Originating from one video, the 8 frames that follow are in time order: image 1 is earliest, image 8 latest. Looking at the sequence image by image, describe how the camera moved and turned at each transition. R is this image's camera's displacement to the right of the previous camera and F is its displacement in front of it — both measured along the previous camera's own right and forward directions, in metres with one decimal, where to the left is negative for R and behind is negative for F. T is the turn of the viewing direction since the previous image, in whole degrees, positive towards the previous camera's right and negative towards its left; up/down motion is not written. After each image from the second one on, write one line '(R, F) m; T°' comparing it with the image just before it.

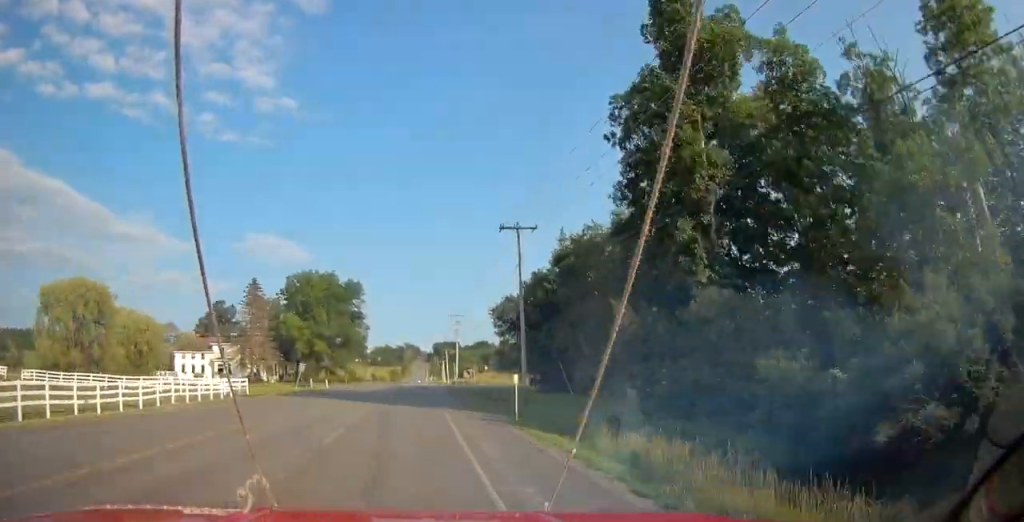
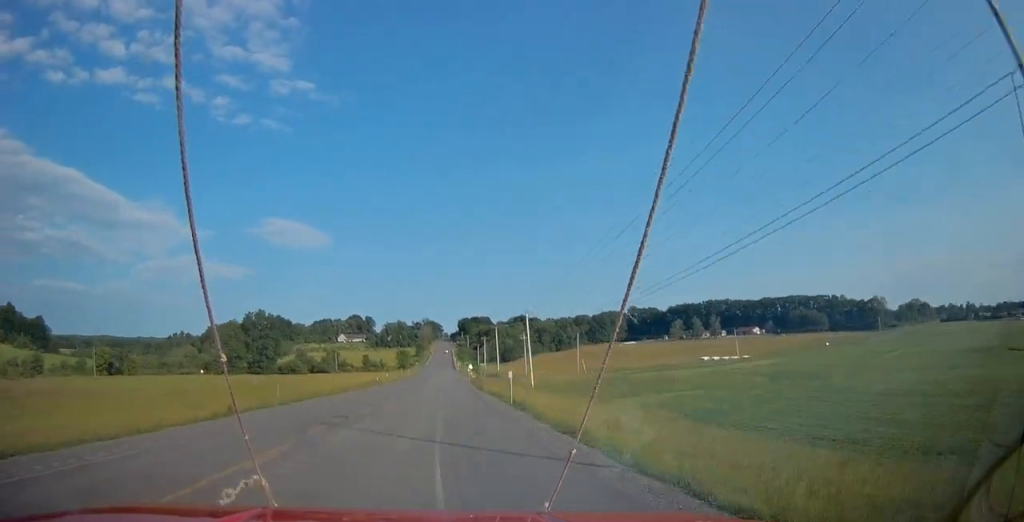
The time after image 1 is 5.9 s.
(-1.3, +155.0) m; 0°
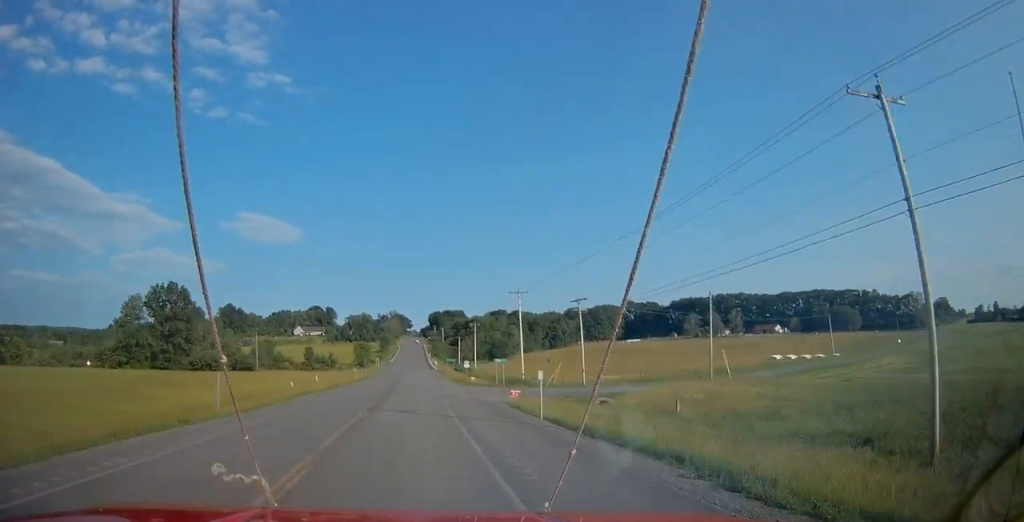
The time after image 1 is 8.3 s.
(+0.3, +62.2) m; +1°
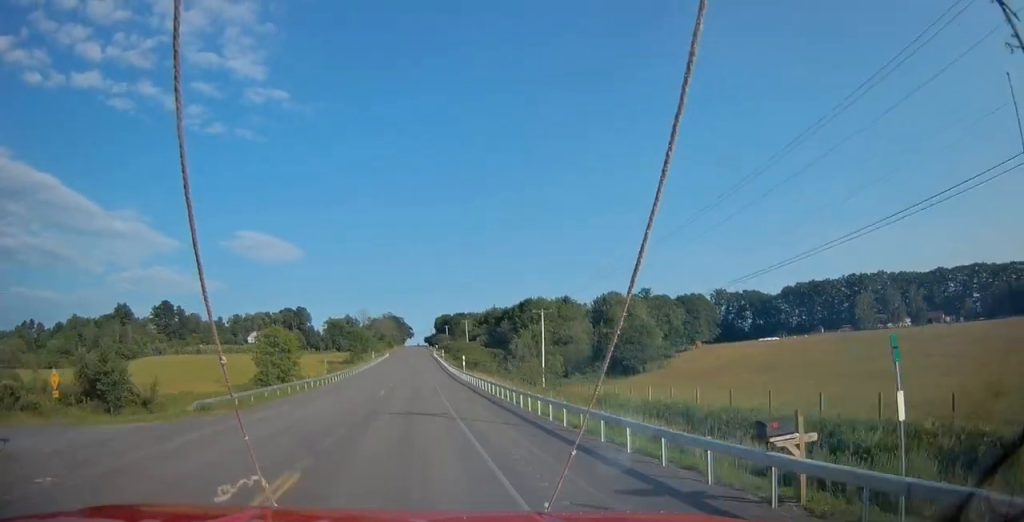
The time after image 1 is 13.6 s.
(+1.1, +130.4) m; -2°
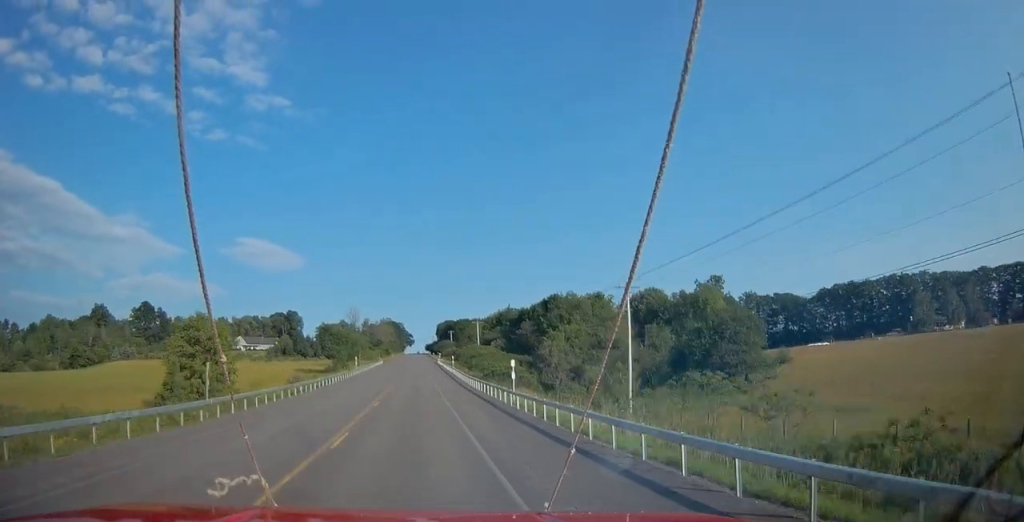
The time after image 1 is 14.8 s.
(+1.5, +27.4) m; -4°
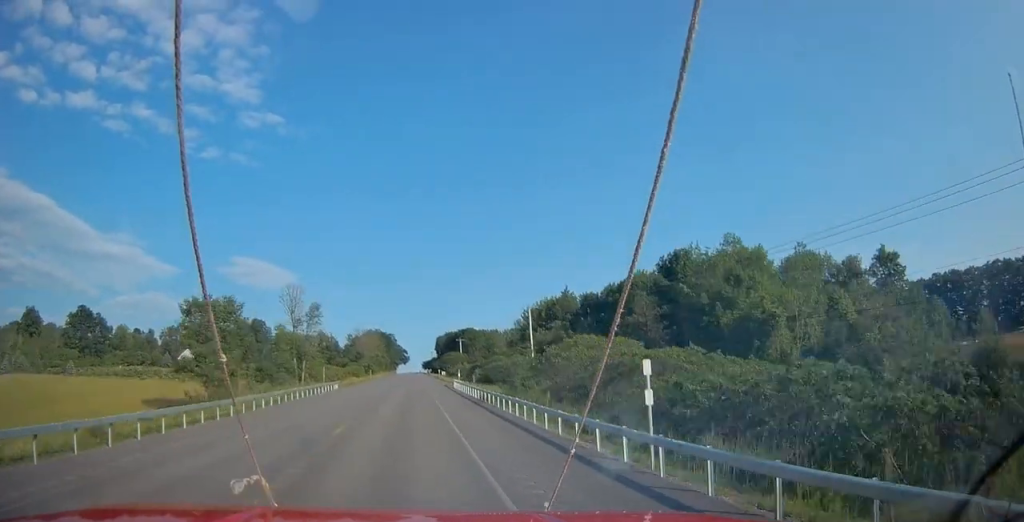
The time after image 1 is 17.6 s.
(-7.4, +59.0) m; -13°
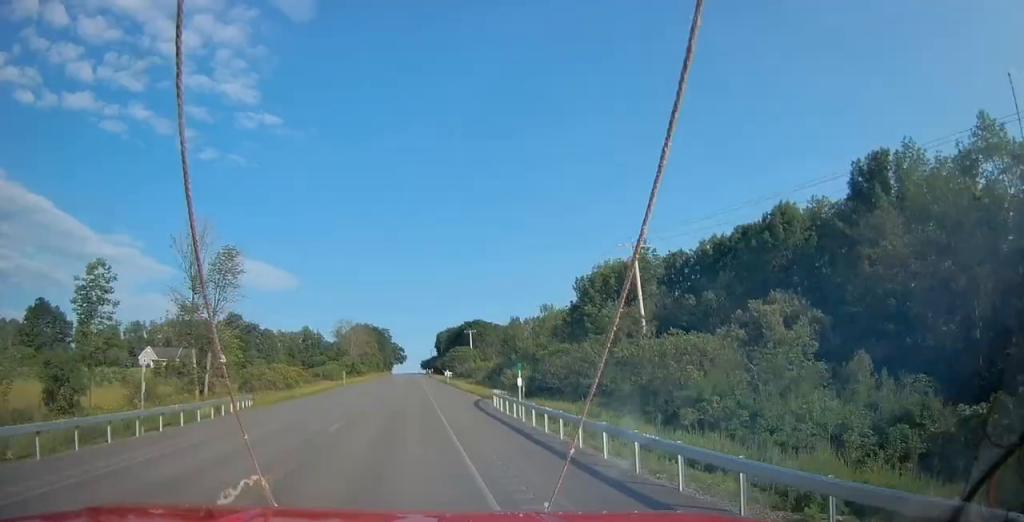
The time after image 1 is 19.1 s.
(-2.5, +31.8) m; -4°
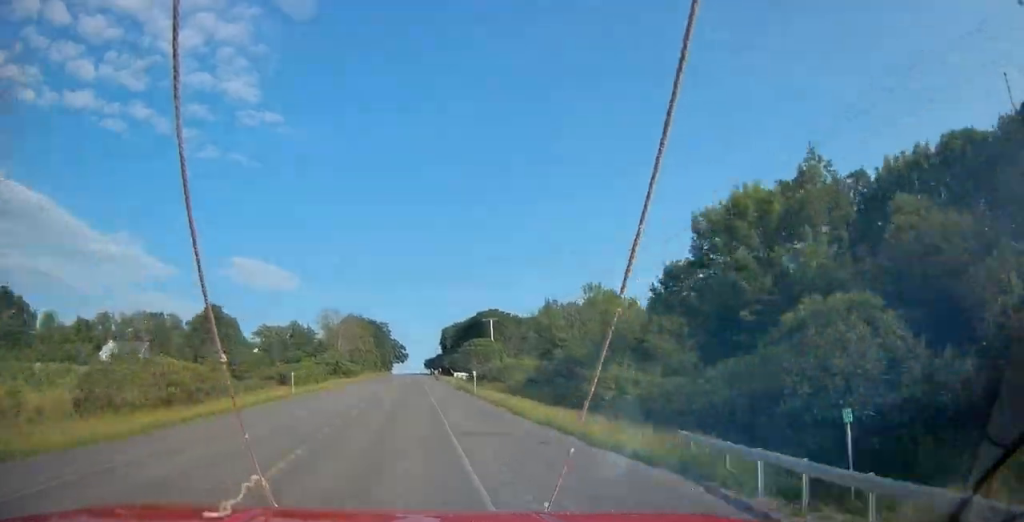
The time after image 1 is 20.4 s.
(-2.0, +28.9) m; +6°
